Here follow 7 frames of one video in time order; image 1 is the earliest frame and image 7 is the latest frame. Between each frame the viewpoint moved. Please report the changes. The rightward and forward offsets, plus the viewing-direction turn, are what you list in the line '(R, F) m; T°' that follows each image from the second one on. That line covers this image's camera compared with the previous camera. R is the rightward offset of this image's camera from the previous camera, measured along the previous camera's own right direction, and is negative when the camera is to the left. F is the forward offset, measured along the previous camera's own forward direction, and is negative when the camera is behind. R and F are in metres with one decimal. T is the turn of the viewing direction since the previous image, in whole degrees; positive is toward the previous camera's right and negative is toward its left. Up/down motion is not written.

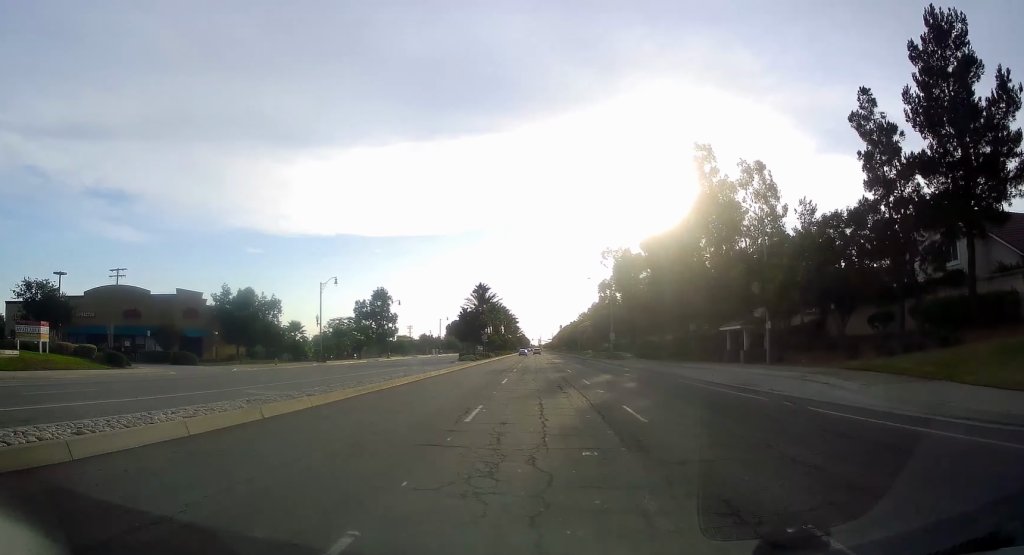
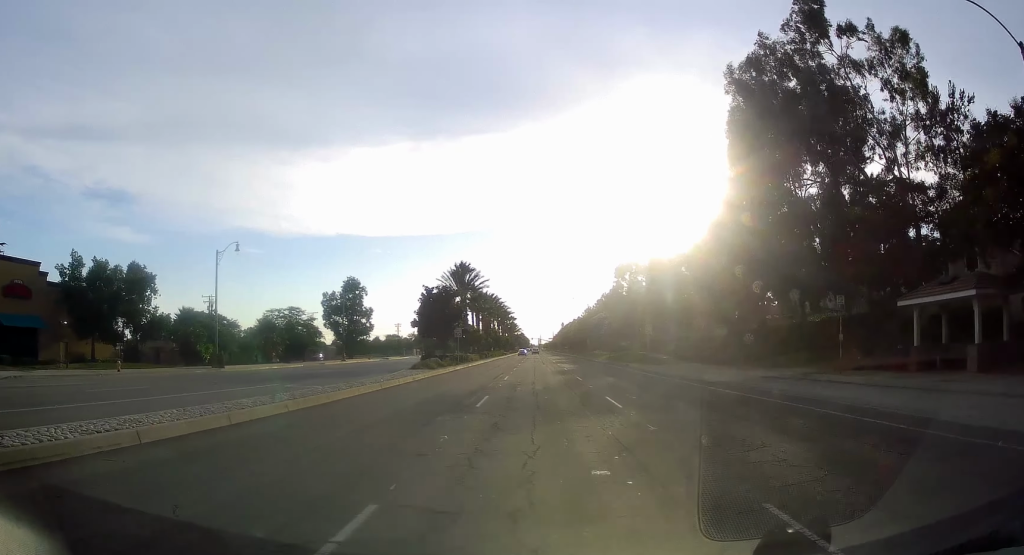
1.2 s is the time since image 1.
(0.0, +25.6) m; 0°
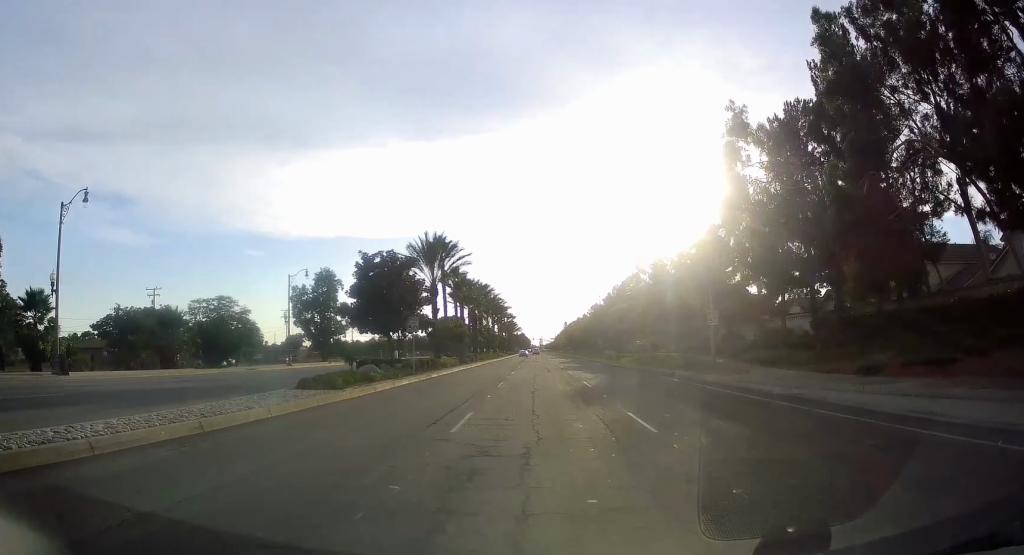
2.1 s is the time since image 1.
(0.0, +19.2) m; 0°
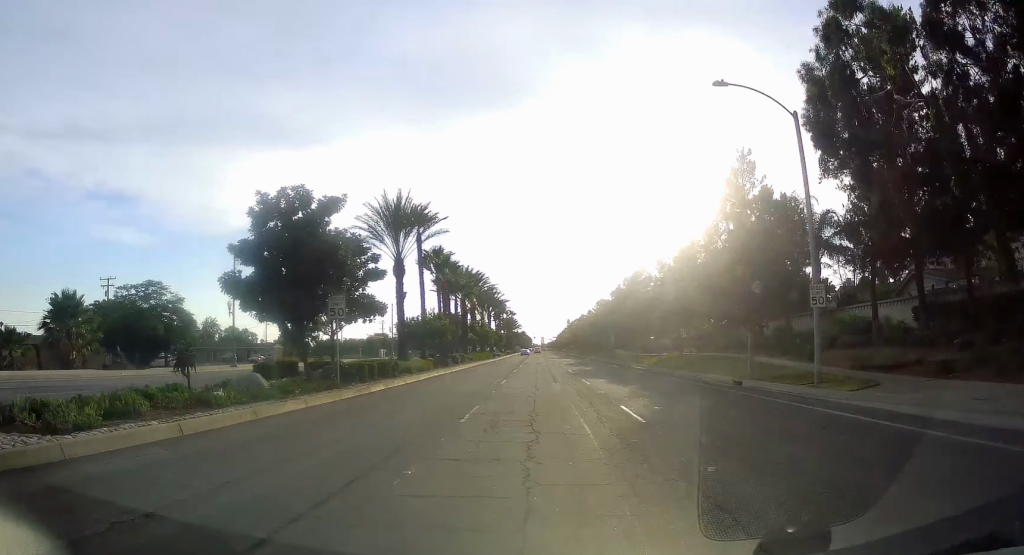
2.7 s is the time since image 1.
(0.0, +12.9) m; 0°
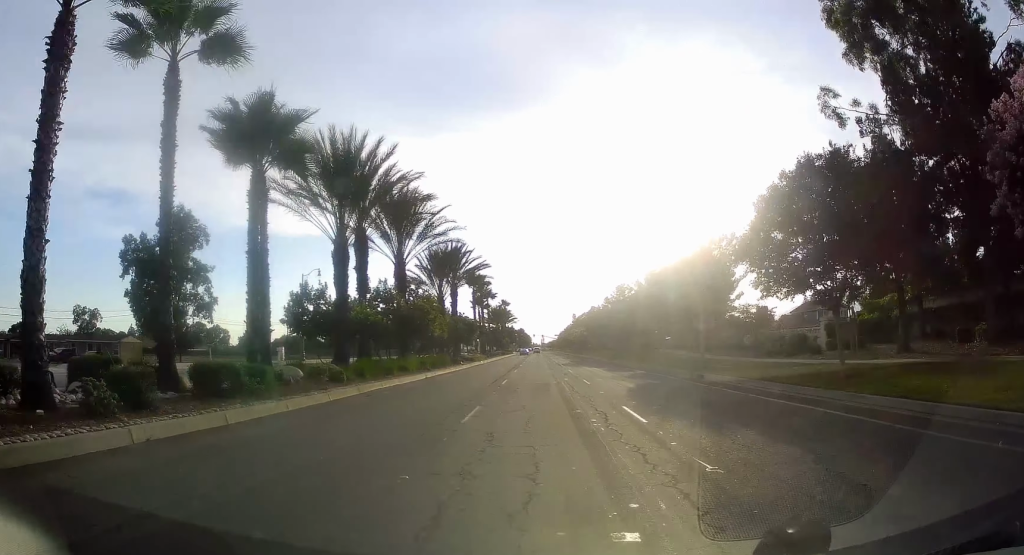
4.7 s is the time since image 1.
(-0.6, +43.3) m; -1°
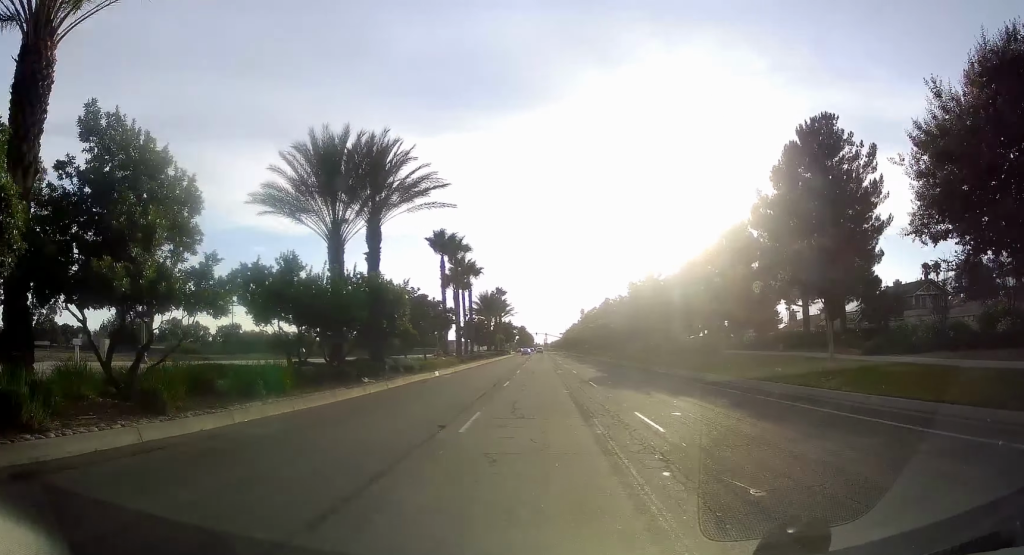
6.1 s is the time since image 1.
(+0.3, +30.5) m; 0°
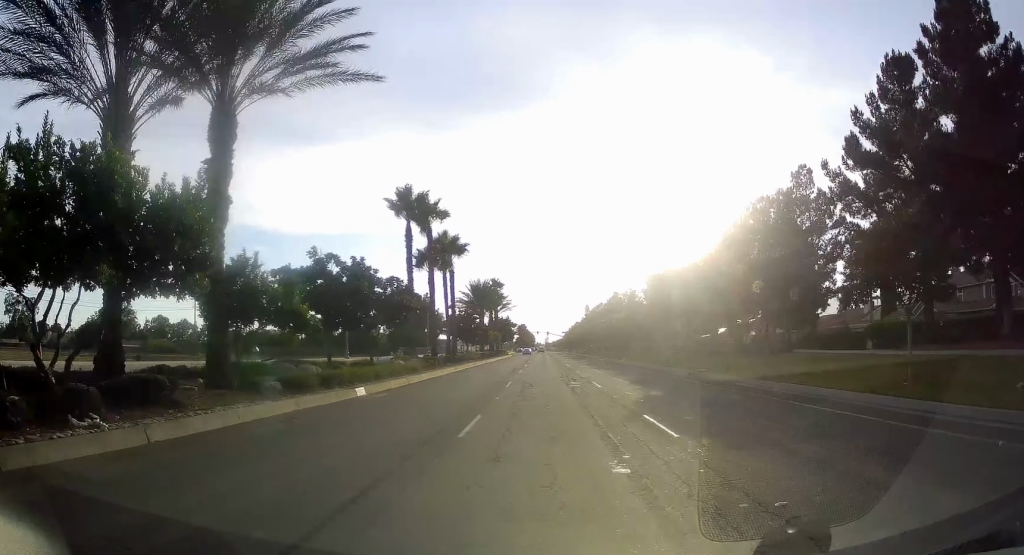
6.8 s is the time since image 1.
(-0.3, +15.2) m; 0°
